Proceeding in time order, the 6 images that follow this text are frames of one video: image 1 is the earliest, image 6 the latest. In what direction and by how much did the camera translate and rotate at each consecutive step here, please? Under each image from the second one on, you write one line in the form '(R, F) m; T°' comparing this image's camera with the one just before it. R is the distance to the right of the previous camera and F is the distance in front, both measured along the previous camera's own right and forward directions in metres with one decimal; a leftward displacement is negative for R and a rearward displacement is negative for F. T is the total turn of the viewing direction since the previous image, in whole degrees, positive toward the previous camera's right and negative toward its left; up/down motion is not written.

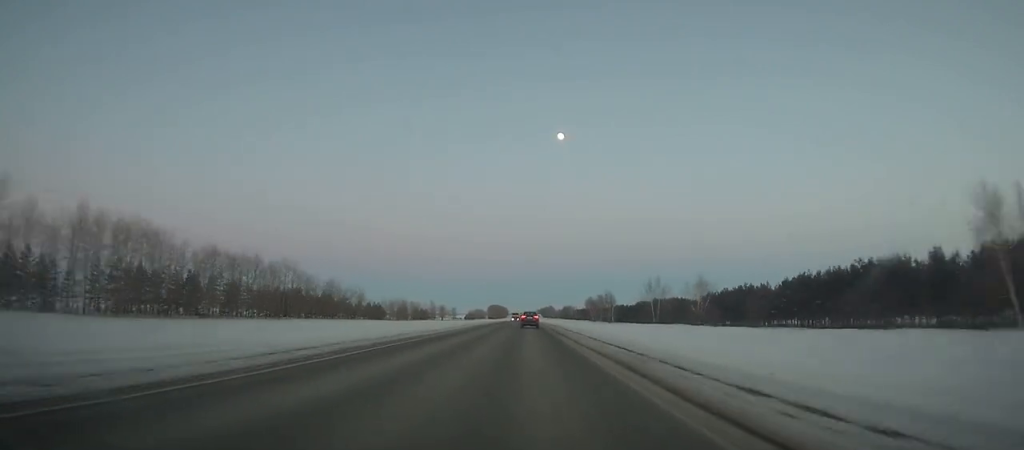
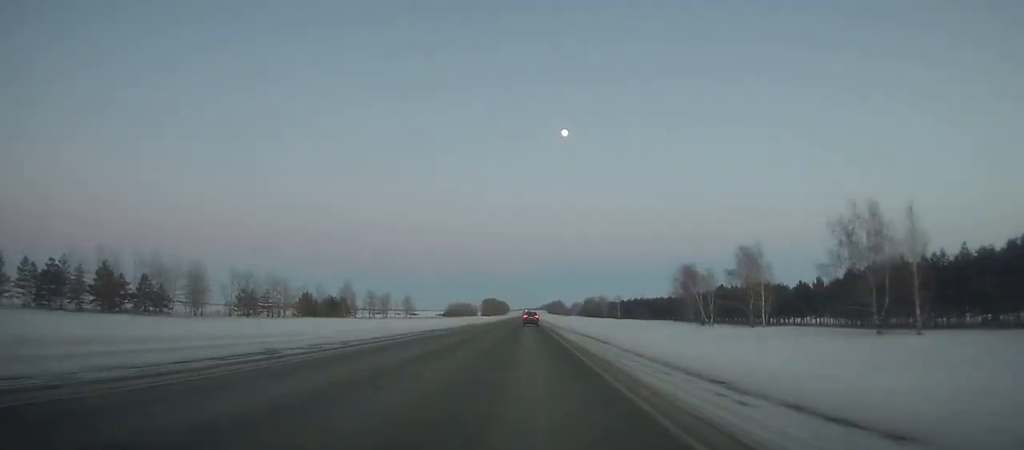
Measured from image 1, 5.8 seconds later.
(-0.2, +164.3) m; 0°
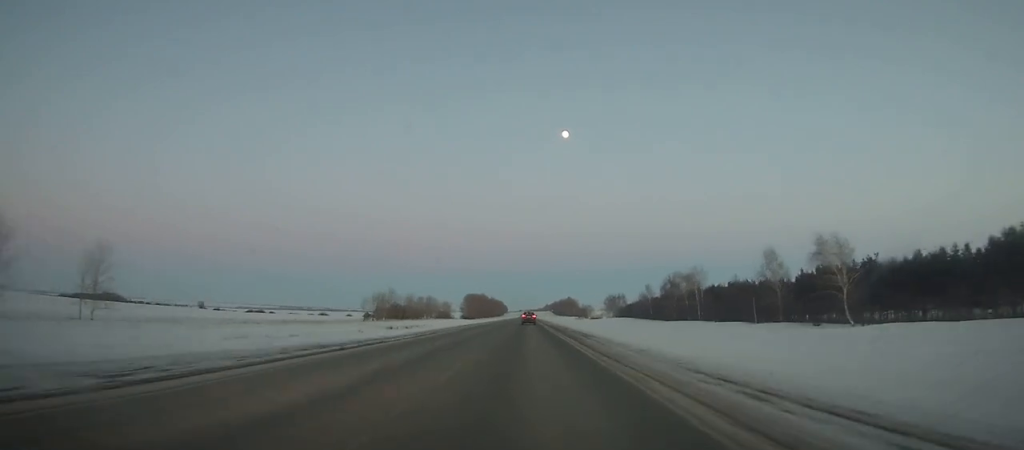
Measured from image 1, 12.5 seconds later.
(-0.1, +197.7) m; 0°
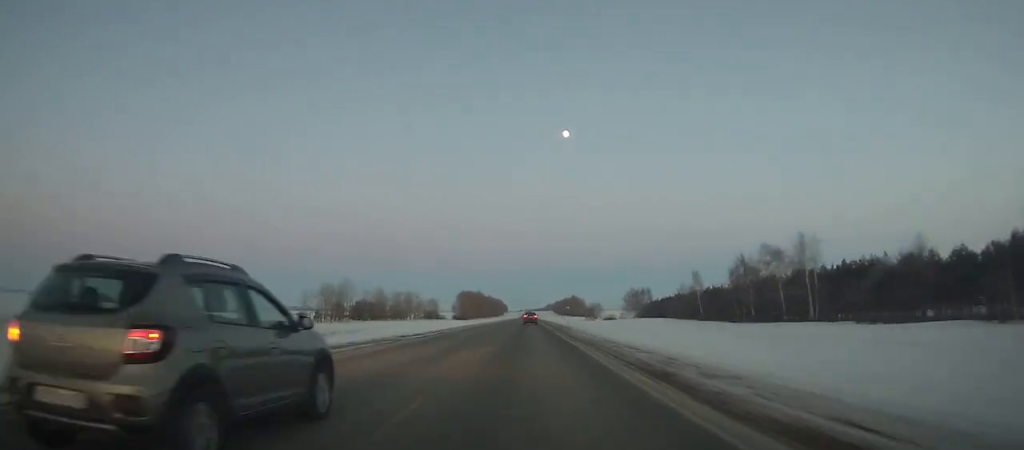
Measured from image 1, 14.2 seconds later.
(0.0, +51.0) m; 0°
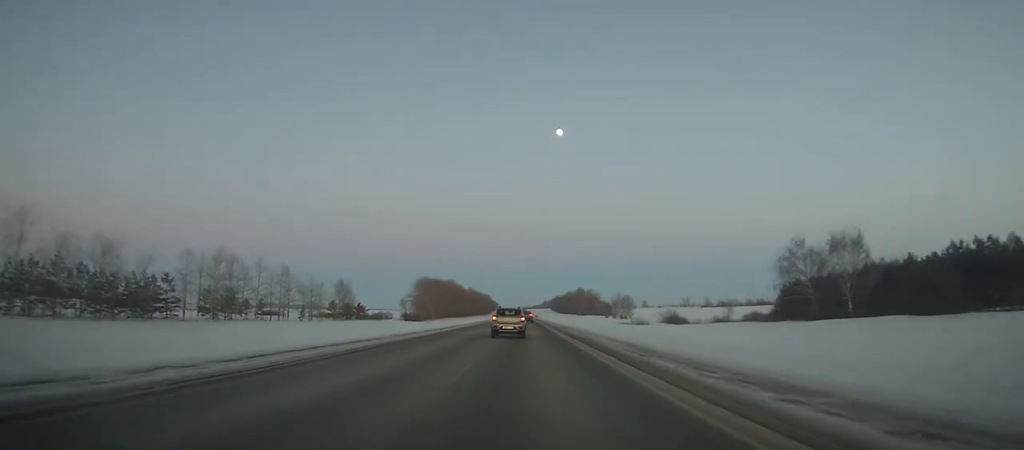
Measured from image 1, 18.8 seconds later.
(+0.4, +138.2) m; 0°
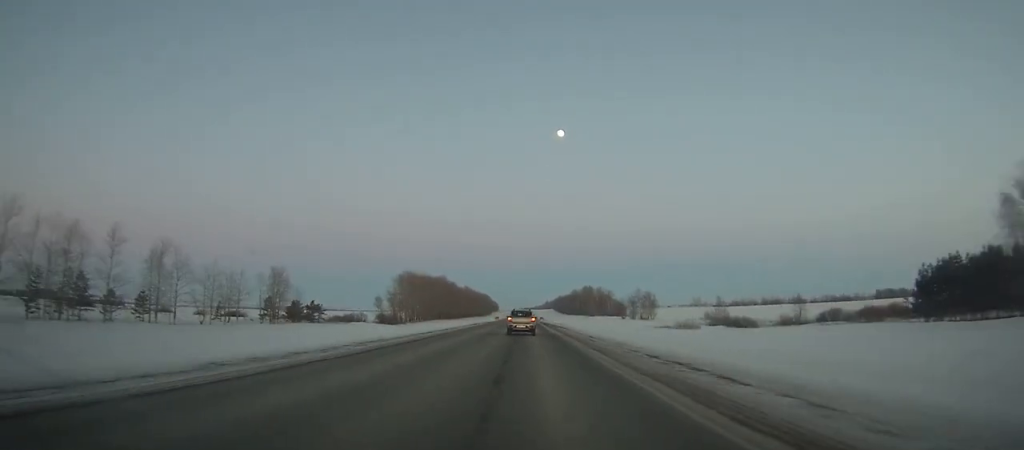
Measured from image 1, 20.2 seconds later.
(+0.1, +42.1) m; 0°
